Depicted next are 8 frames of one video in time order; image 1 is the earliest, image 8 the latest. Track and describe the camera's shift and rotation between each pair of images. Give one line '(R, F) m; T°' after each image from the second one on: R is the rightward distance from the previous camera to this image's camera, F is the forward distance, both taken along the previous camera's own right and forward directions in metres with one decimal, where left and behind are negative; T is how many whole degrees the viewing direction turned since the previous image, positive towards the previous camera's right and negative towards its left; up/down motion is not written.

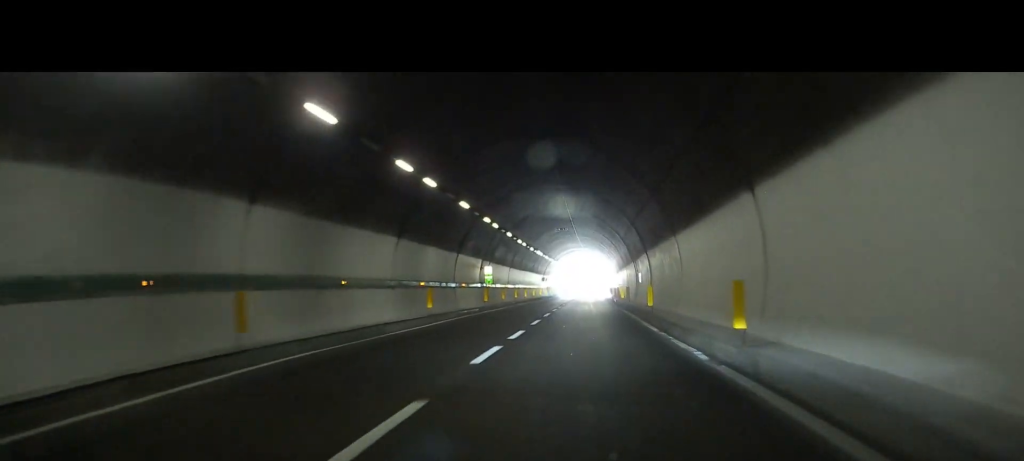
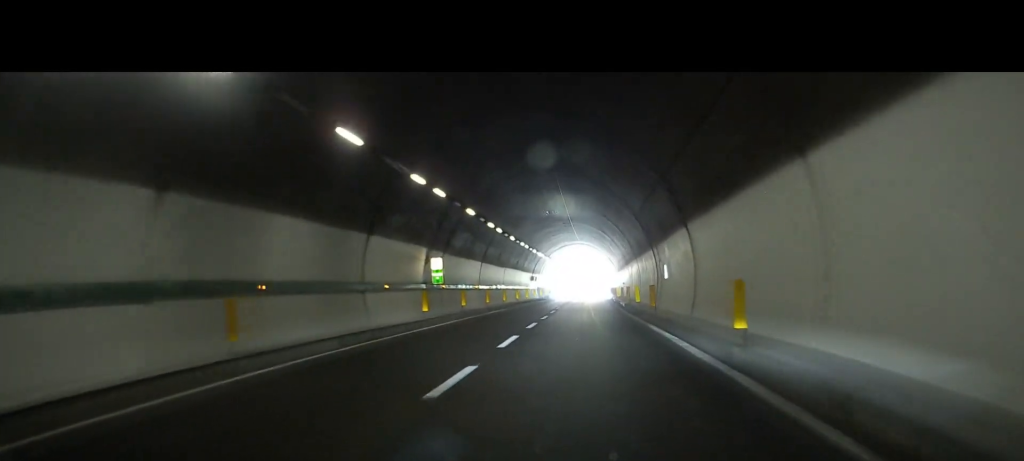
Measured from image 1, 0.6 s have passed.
(0.0, +17.0) m; 0°
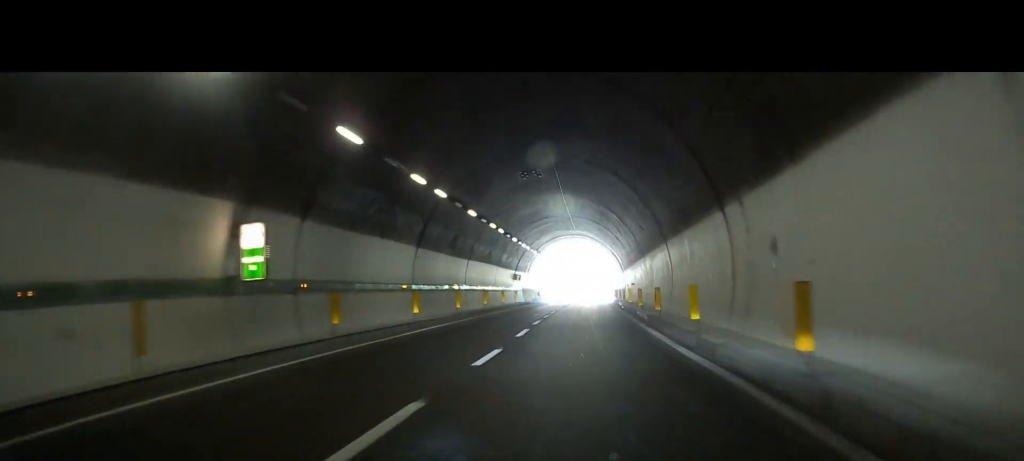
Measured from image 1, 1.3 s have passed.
(0.0, +19.4) m; 0°
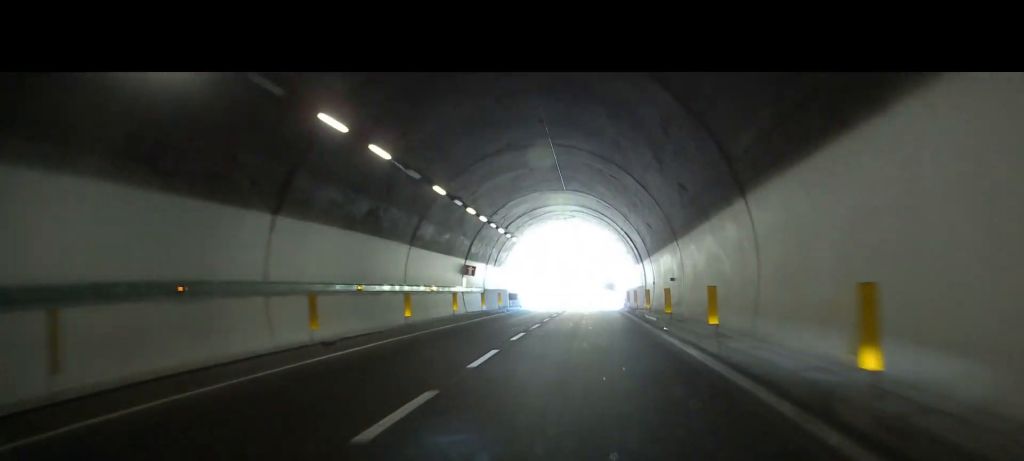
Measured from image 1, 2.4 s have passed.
(0.0, +28.6) m; 0°
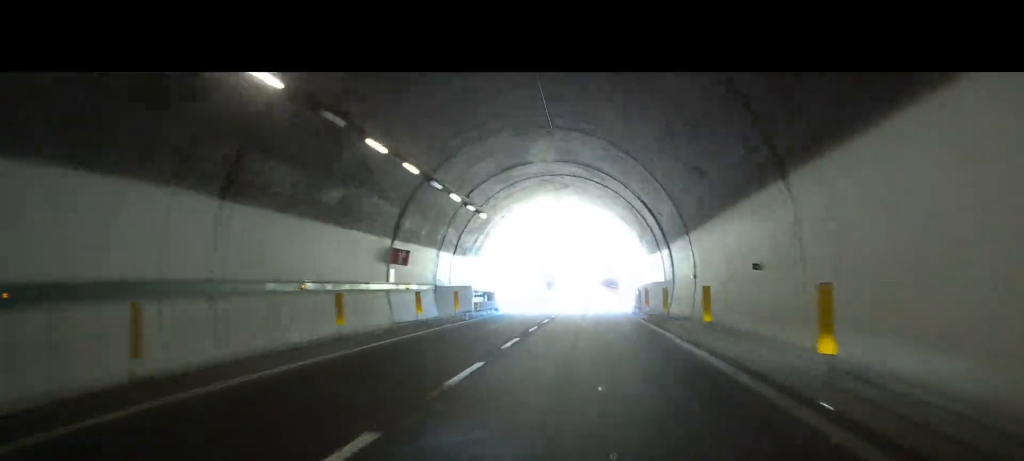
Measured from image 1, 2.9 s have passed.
(0.0, +16.2) m; 0°
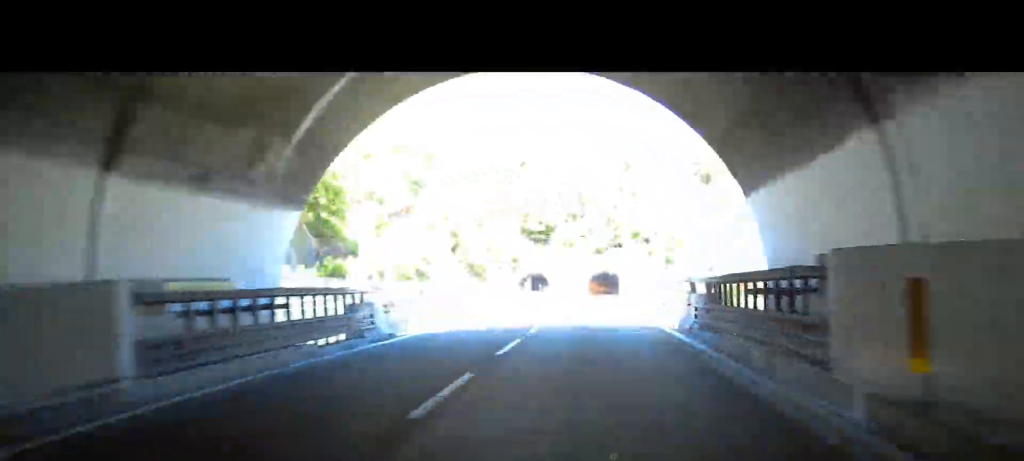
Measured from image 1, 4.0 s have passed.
(0.0, +29.2) m; 0°
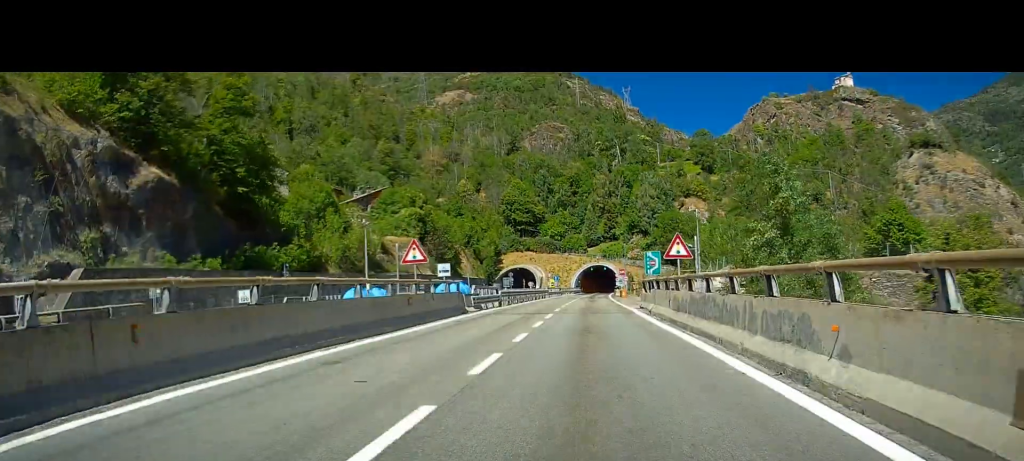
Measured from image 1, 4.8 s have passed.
(0.0, +22.7) m; 0°
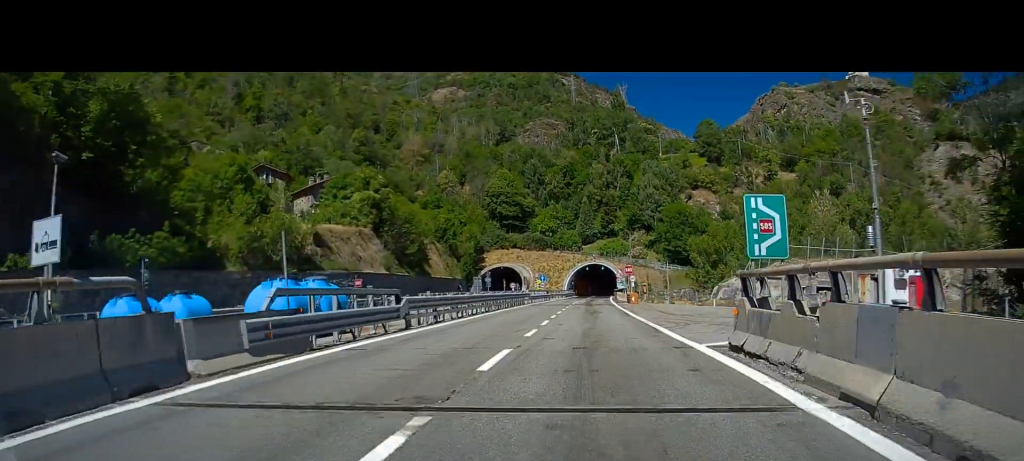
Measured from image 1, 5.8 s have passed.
(0.0, +26.5) m; +2°
